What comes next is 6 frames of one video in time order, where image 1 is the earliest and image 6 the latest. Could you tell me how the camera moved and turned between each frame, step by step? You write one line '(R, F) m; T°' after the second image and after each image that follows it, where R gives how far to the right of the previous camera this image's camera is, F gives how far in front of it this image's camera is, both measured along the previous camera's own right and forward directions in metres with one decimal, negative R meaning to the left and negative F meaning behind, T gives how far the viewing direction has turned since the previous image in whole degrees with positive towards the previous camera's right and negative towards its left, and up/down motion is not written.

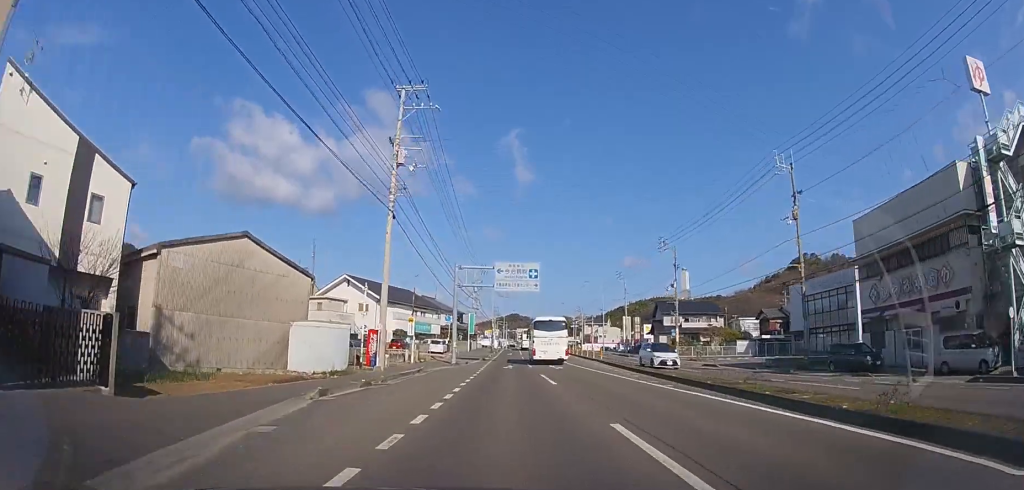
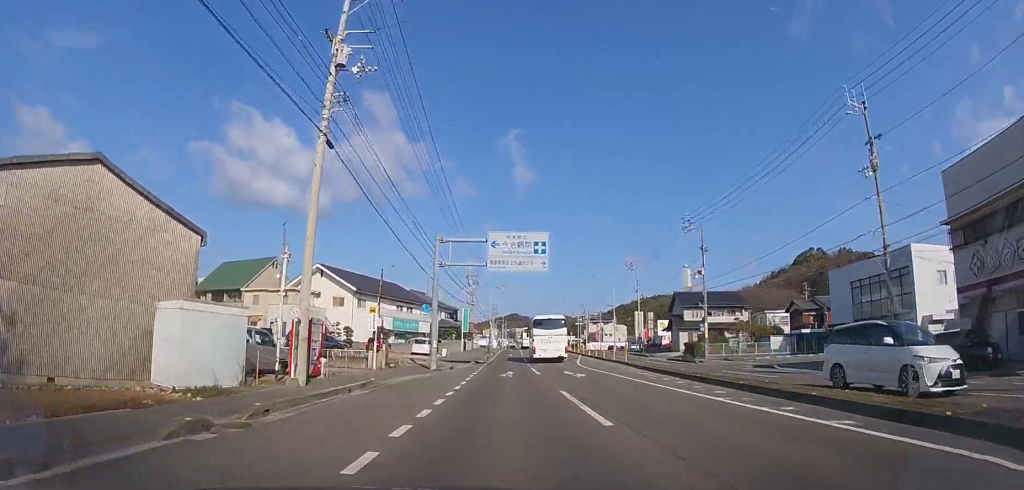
(0.0, +8.7) m; 0°
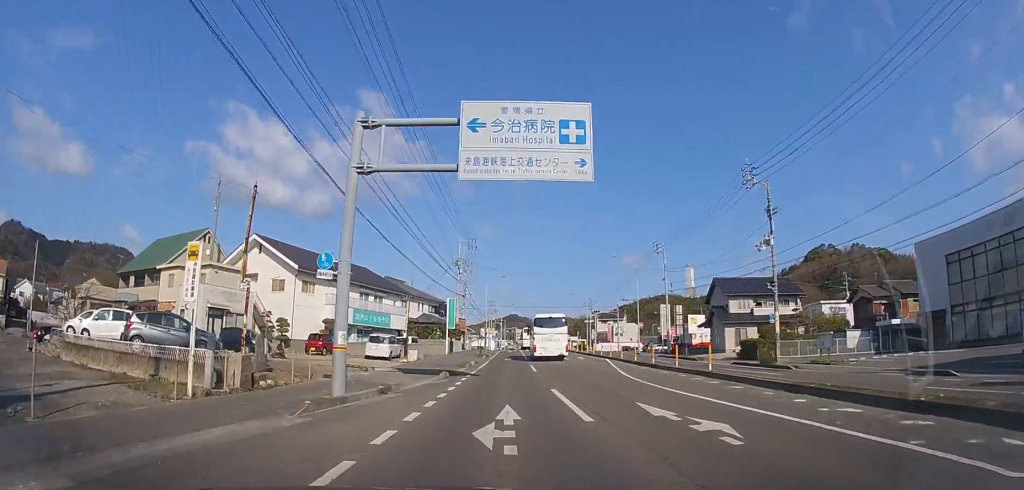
(0.0, +14.6) m; 0°
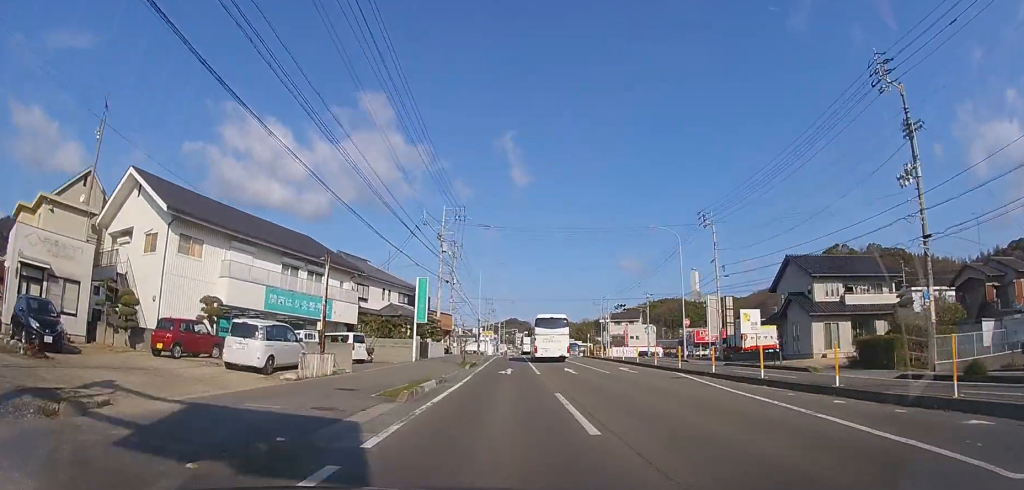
(0.0, +16.5) m; 0°
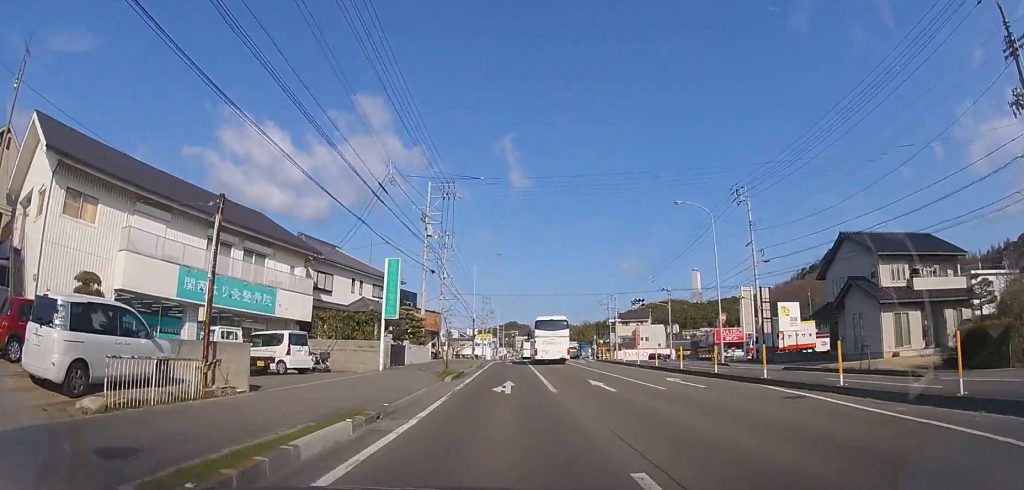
(0.0, +7.8) m; 0°
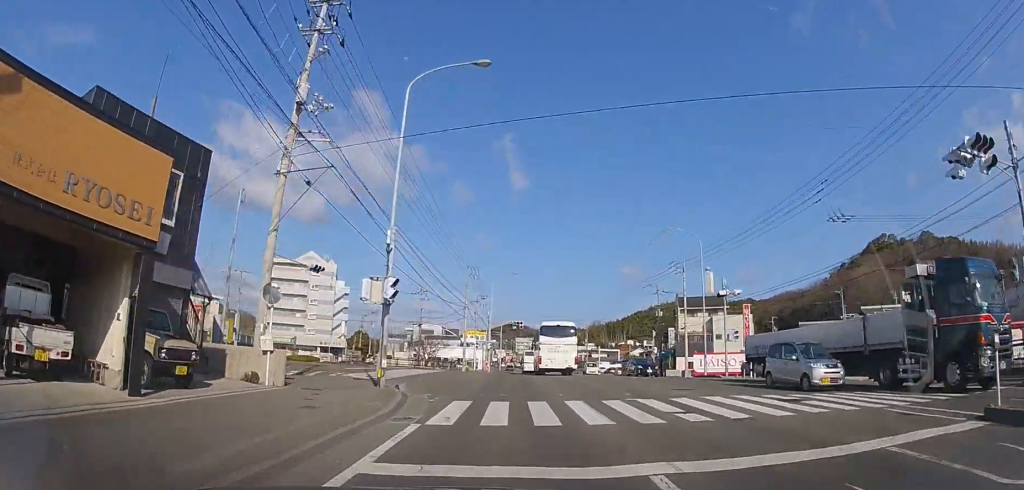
(-0.2, +38.3) m; 0°
